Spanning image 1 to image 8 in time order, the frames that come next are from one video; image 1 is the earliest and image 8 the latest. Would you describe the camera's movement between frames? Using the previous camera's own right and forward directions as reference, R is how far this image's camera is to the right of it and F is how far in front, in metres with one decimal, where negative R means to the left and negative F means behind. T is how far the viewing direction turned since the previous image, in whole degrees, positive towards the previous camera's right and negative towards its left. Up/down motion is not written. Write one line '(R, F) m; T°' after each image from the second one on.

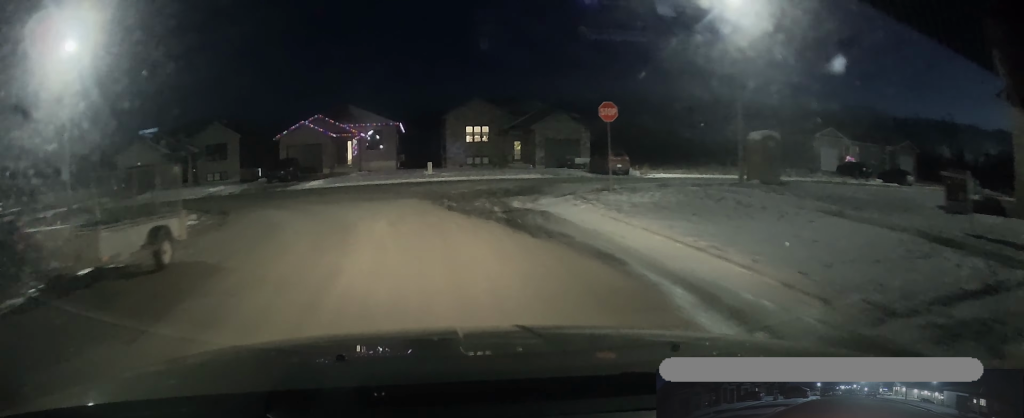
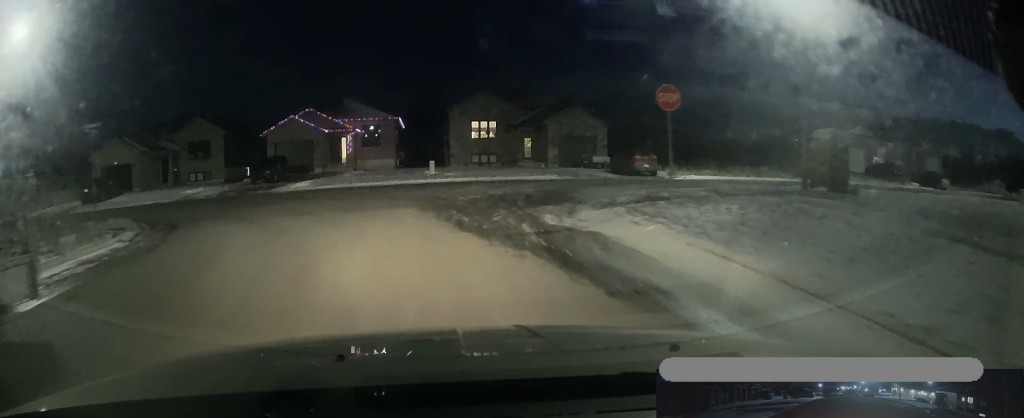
(-0.8, +4.6) m; -3°
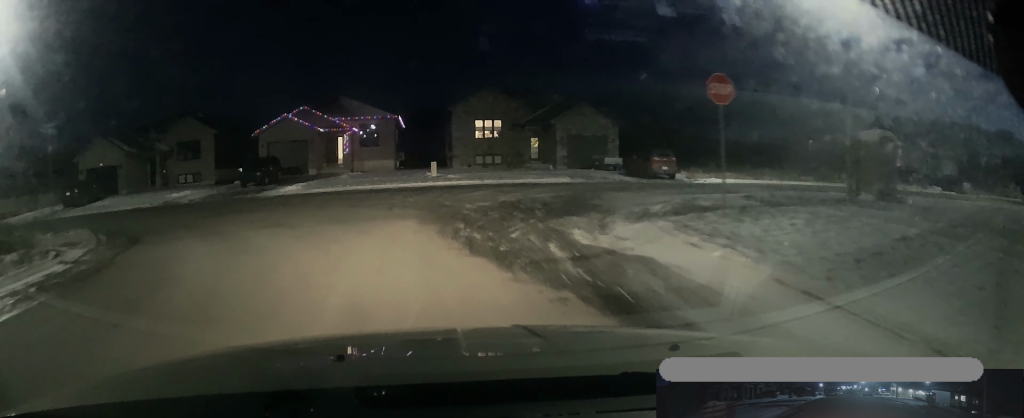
(+0.2, +2.8) m; +1°
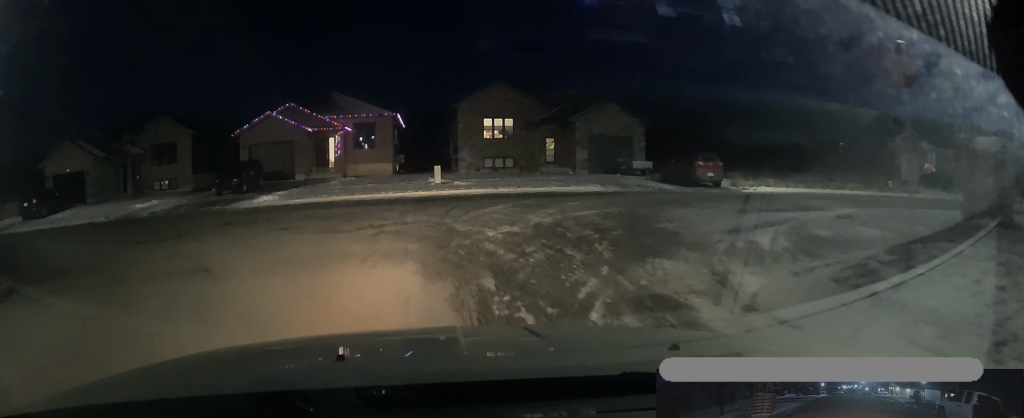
(+0.4, +5.7) m; +2°
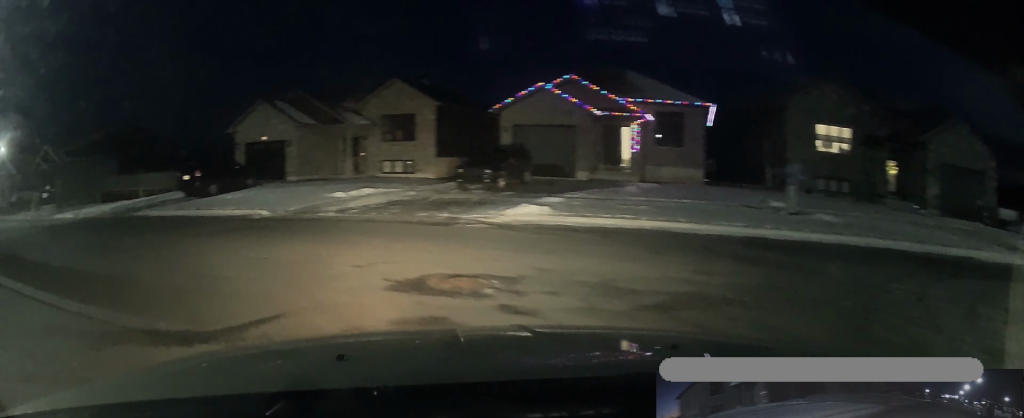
(-1.9, +10.8) m; -32°
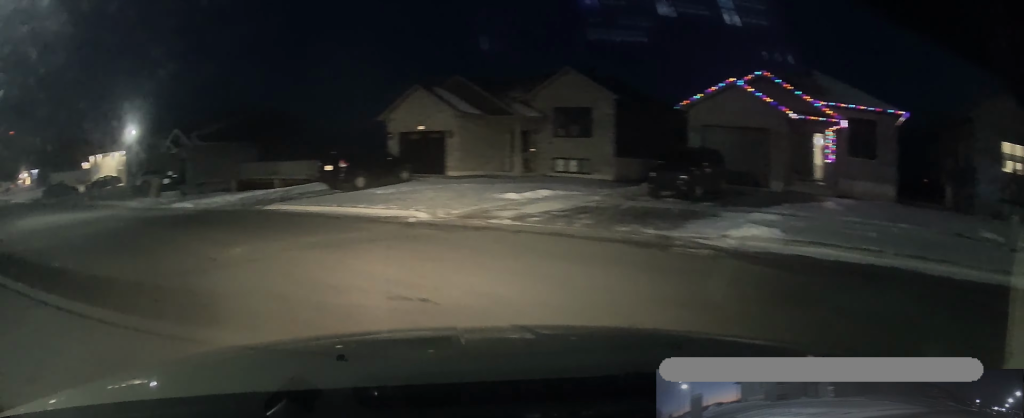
(-0.2, +3.5) m; -12°
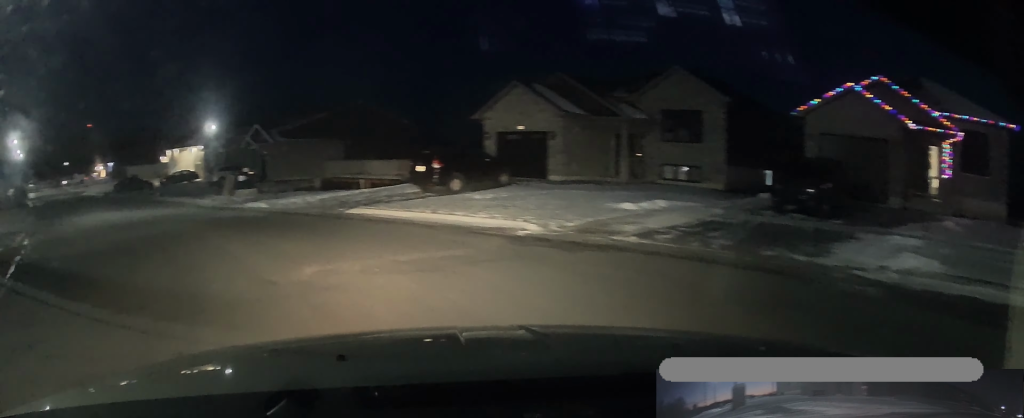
(-0.1, +2.1) m; -6°
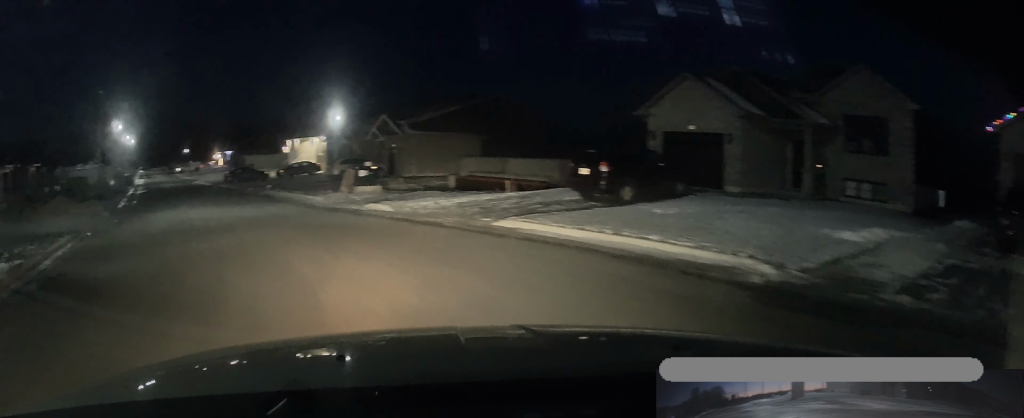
(-0.6, +3.9) m; -9°
